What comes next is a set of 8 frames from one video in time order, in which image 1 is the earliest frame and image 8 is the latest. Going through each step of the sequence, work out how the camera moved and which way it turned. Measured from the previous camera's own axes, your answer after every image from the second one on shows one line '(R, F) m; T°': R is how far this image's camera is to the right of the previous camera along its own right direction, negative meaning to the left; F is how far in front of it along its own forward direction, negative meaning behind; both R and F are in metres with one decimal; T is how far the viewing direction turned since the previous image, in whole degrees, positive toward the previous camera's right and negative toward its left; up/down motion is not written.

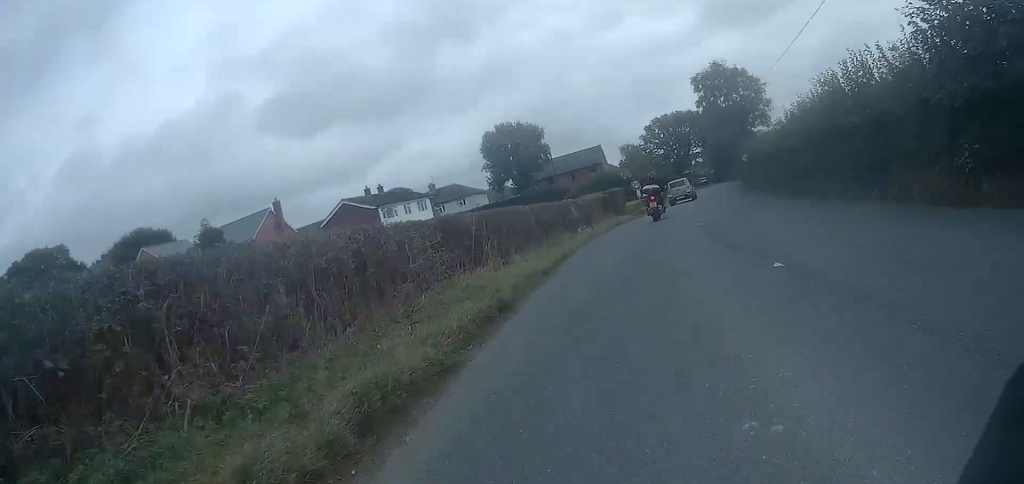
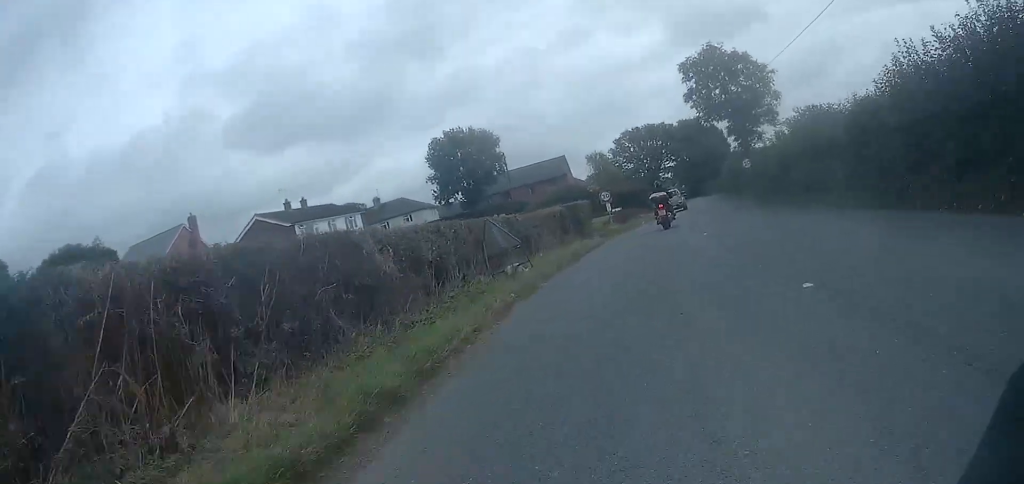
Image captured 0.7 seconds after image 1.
(+0.5, +10.3) m; +4°
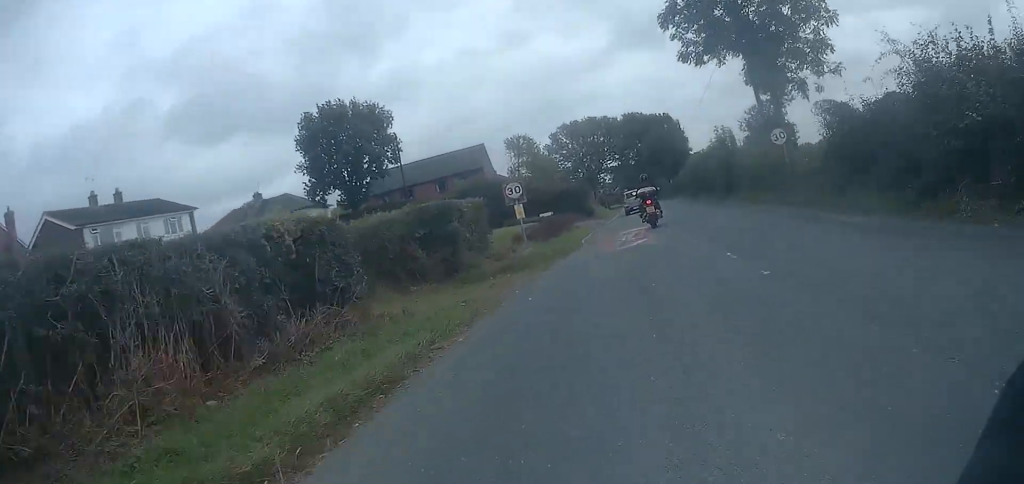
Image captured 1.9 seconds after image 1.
(+0.9, +17.0) m; +5°
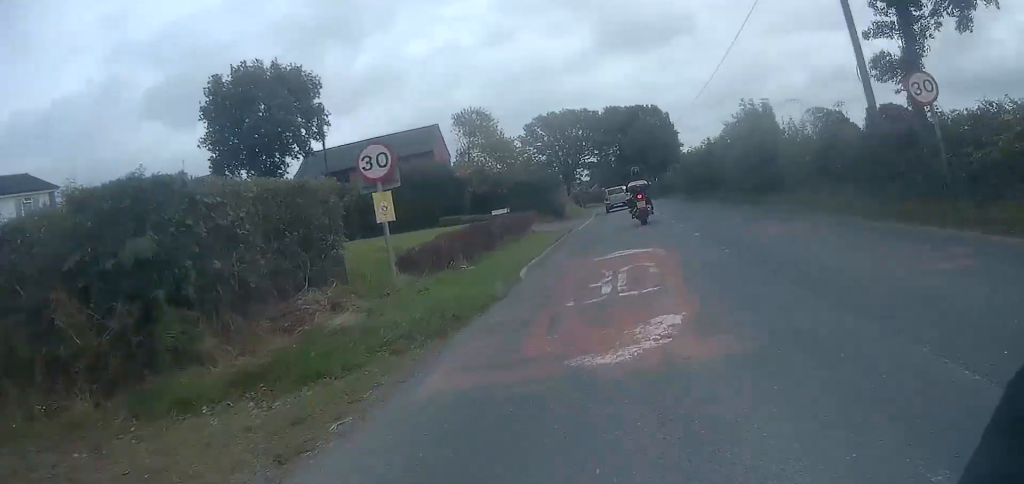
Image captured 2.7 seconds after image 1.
(+0.1, +10.3) m; +1°
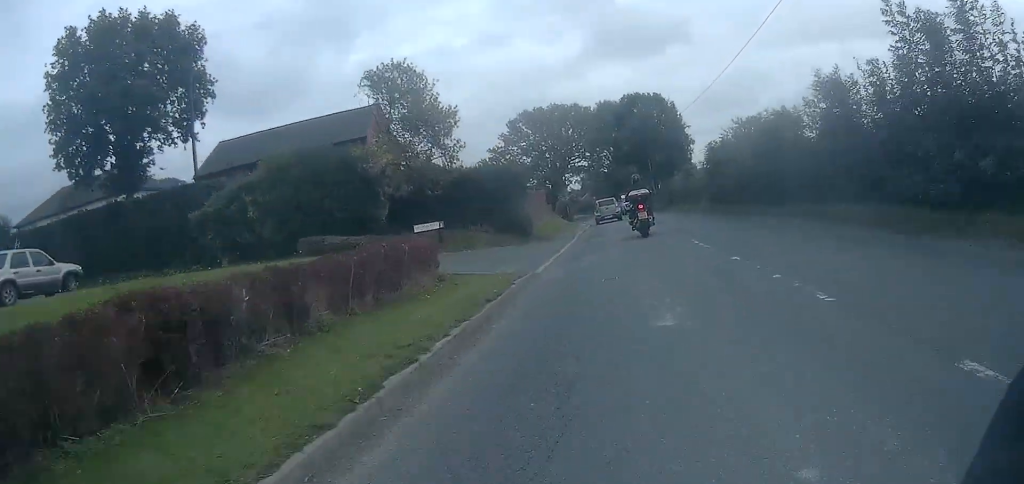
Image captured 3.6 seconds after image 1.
(0.0, +12.8) m; 0°
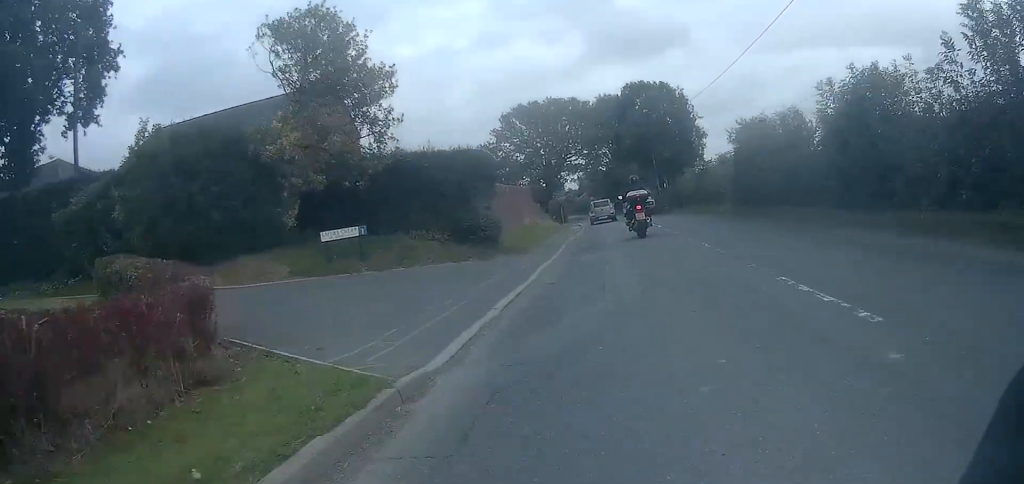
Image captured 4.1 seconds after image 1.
(0.0, +7.2) m; 0°
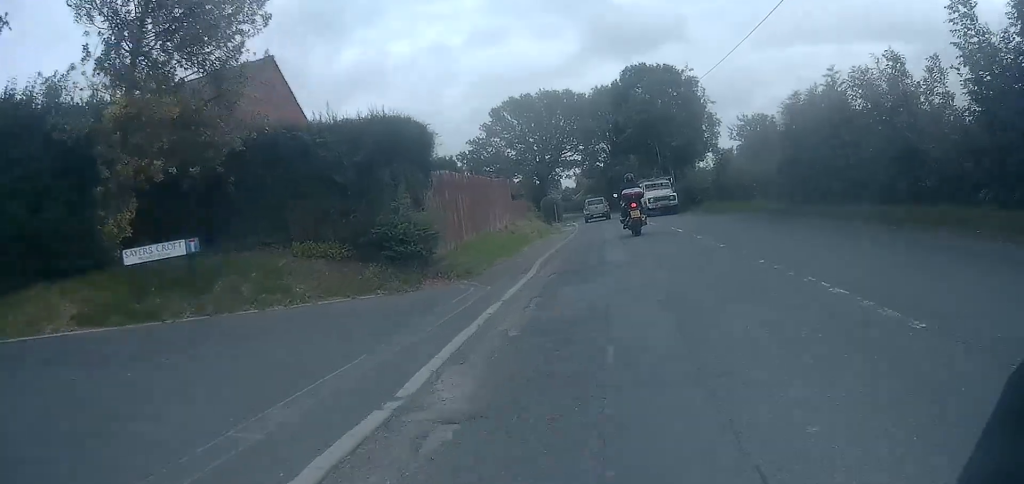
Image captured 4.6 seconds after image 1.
(+0.1, +6.7) m; 0°
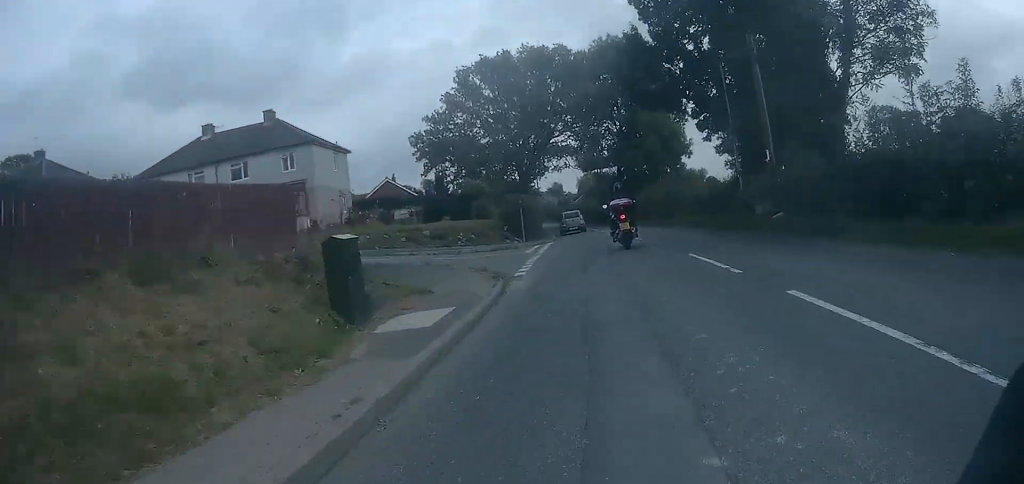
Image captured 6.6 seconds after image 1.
(-0.1, +26.4) m; 0°
